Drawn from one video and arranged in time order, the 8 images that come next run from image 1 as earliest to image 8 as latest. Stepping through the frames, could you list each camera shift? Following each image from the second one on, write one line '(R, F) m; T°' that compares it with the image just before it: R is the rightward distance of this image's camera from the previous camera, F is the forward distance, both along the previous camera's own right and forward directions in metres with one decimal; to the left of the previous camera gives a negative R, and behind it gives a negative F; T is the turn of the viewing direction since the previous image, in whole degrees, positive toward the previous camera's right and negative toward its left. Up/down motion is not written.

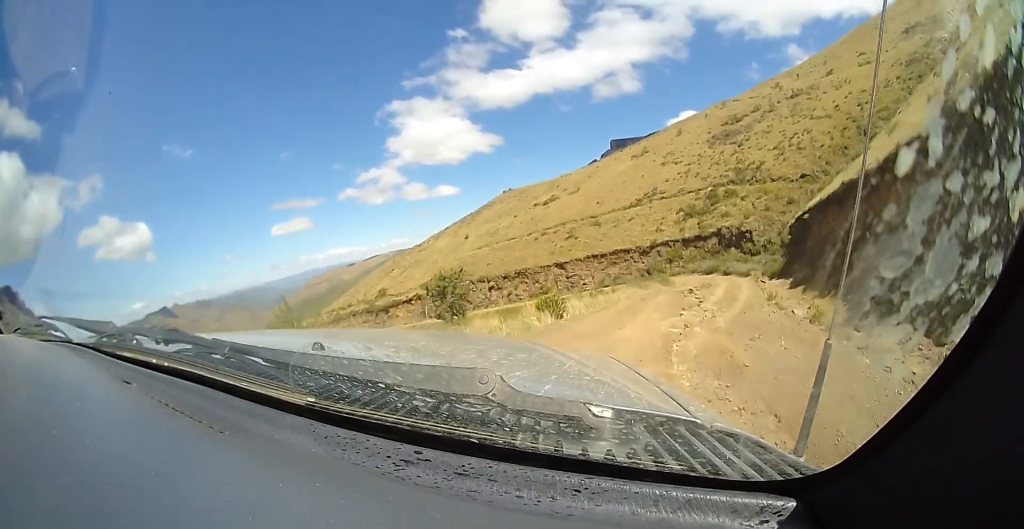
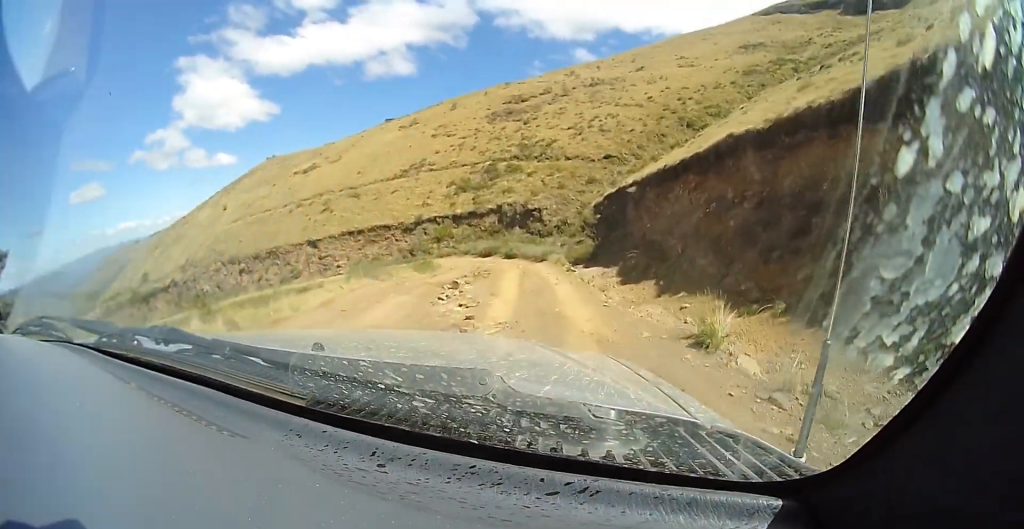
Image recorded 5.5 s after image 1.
(+3.0, +10.4) m; +20°
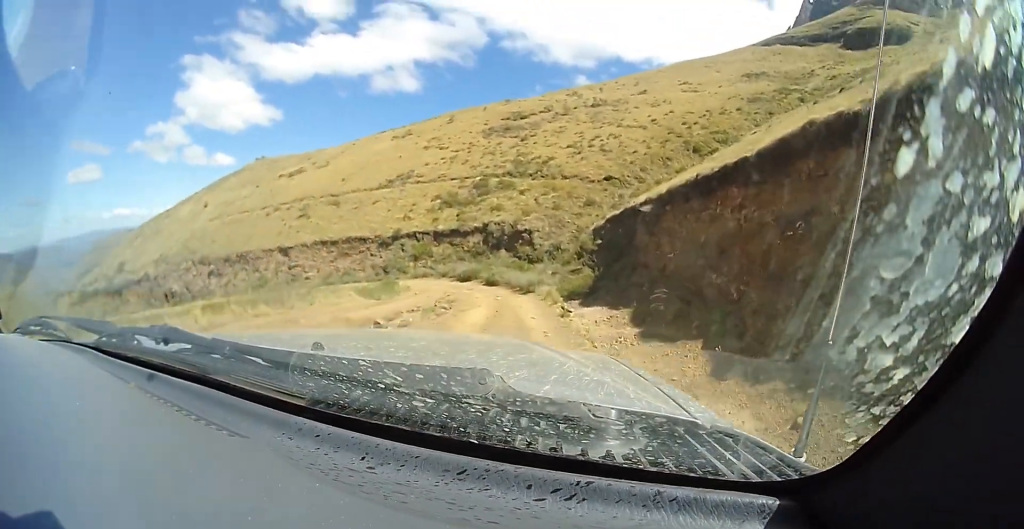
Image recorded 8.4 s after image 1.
(+0.1, +5.6) m; -1°
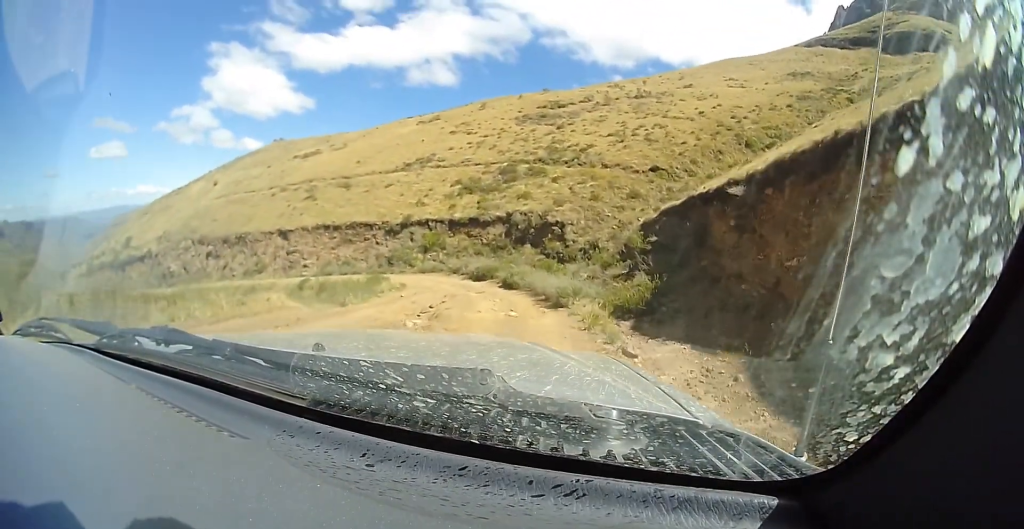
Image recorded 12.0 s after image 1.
(-0.2, +6.6) m; -4°
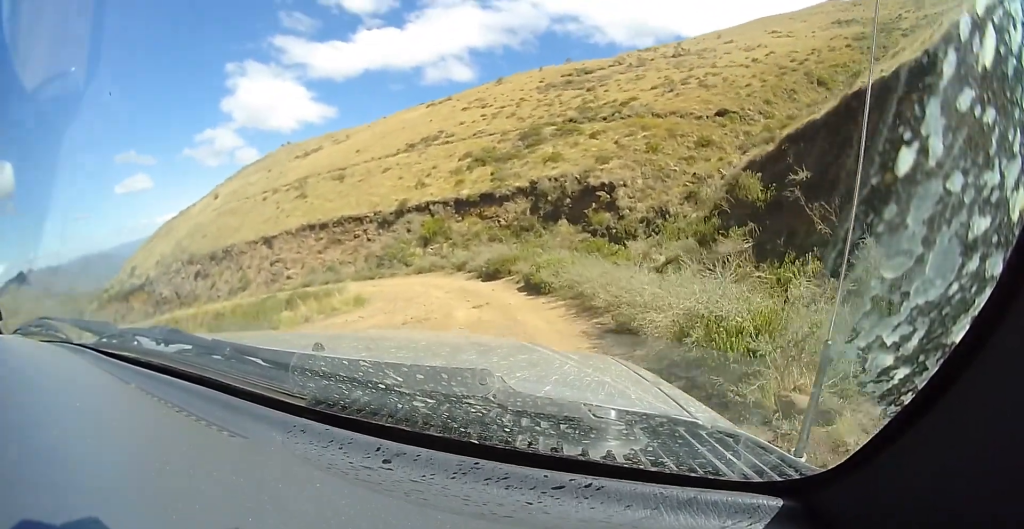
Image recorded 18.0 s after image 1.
(-0.5, +10.6) m; -2°
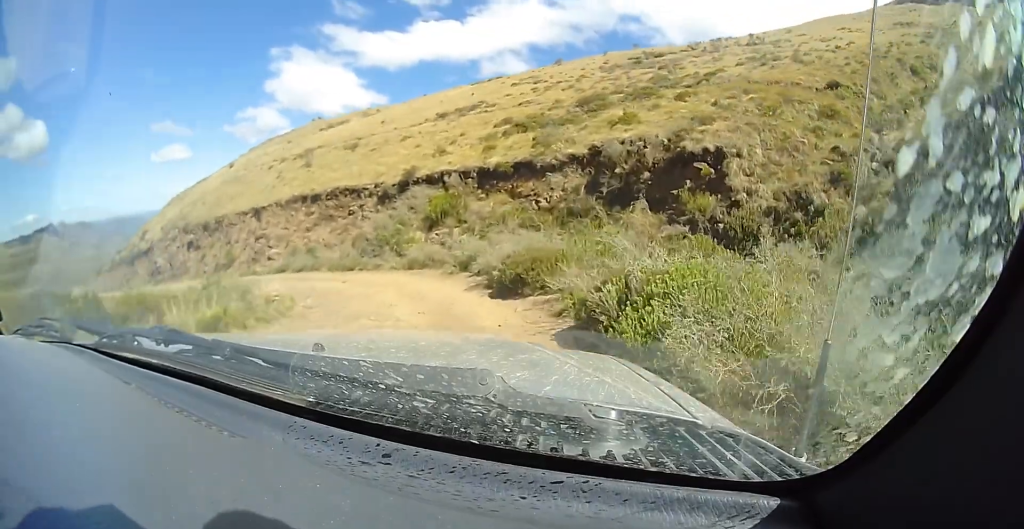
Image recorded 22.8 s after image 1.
(-0.1, +8.9) m; -10°
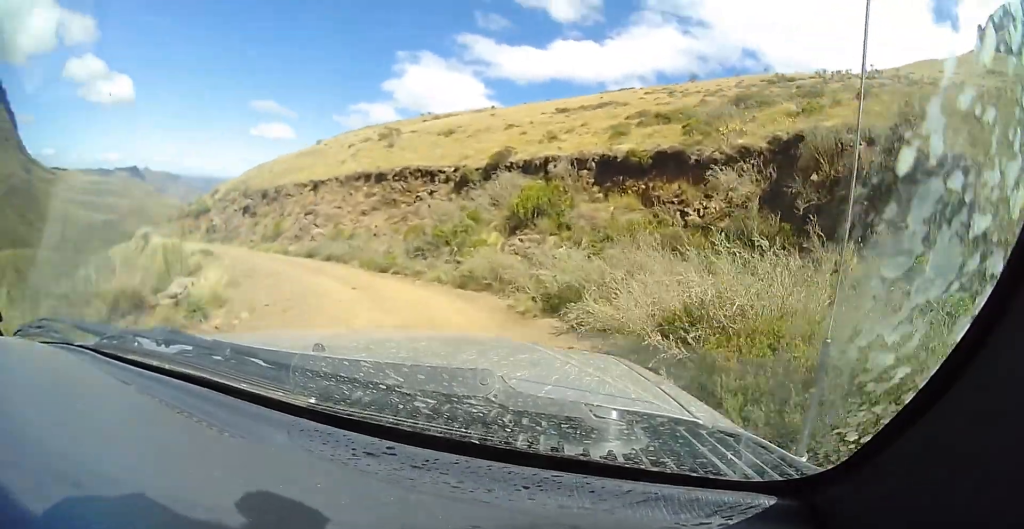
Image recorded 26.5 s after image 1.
(-0.9, +7.2) m; -20°
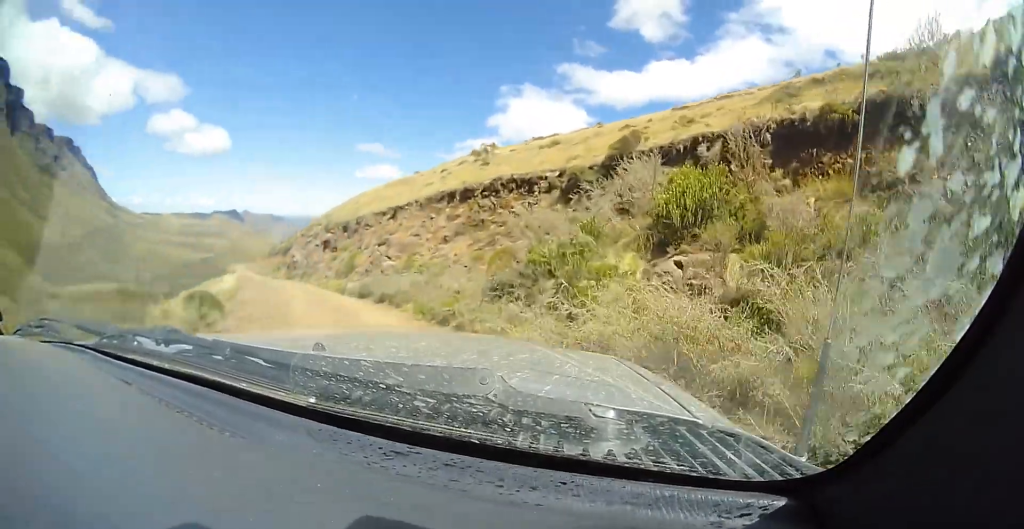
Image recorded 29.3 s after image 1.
(-1.1, +5.7) m; -21°
